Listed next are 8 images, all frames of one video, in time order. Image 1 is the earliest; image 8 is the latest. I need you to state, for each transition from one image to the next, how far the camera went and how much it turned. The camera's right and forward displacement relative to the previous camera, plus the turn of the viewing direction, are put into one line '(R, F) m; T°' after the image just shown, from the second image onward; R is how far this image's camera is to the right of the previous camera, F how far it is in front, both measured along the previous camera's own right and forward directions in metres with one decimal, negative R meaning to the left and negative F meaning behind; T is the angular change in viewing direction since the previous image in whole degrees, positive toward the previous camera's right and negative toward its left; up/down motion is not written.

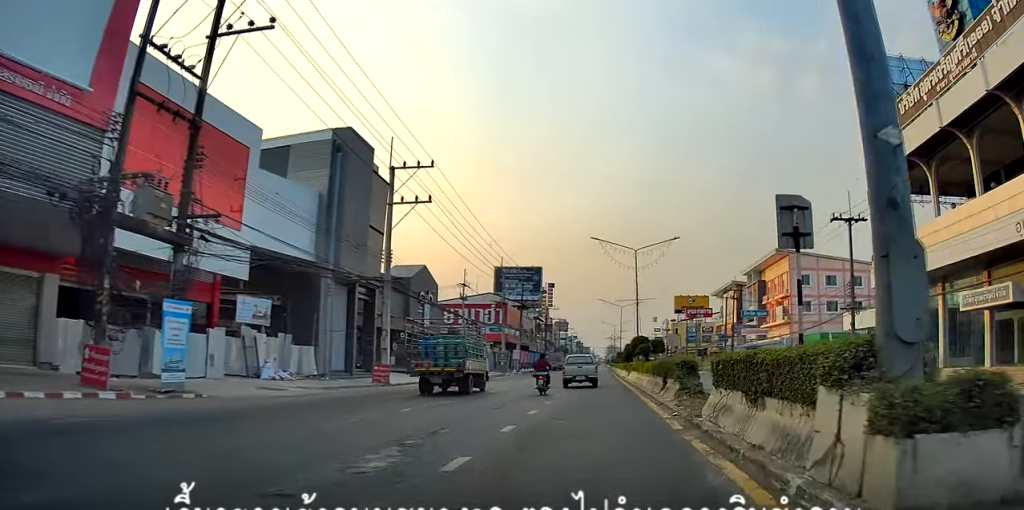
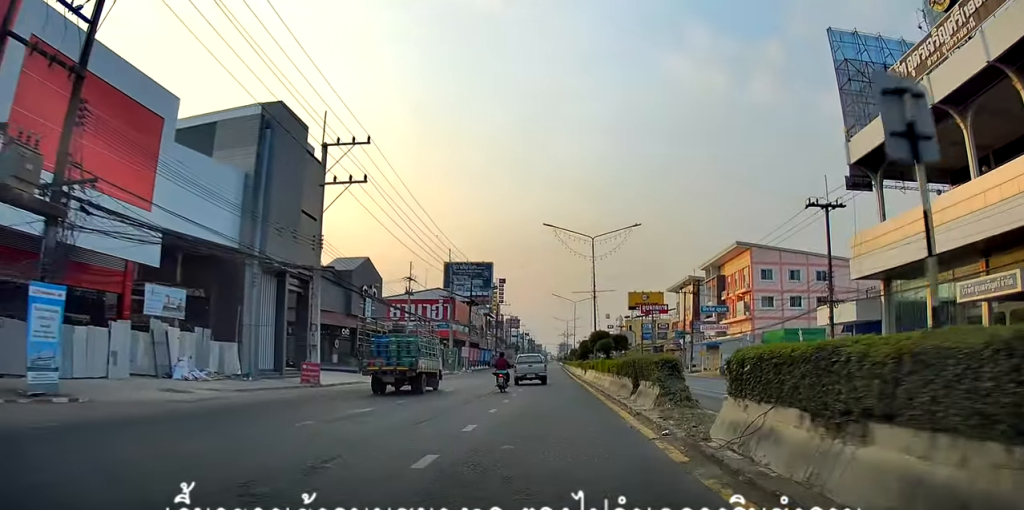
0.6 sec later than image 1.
(+0.5, +3.7) m; +5°
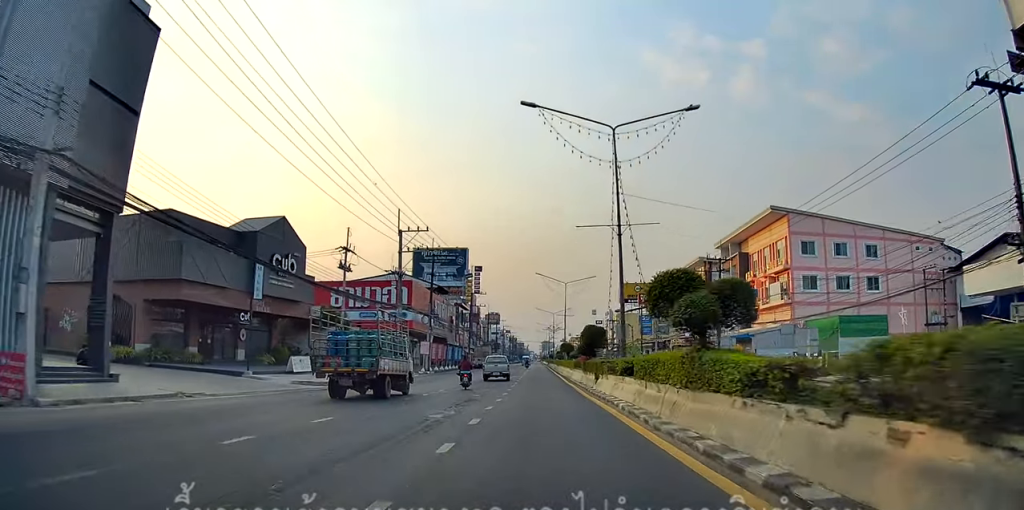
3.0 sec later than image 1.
(+1.9, +17.3) m; +14°
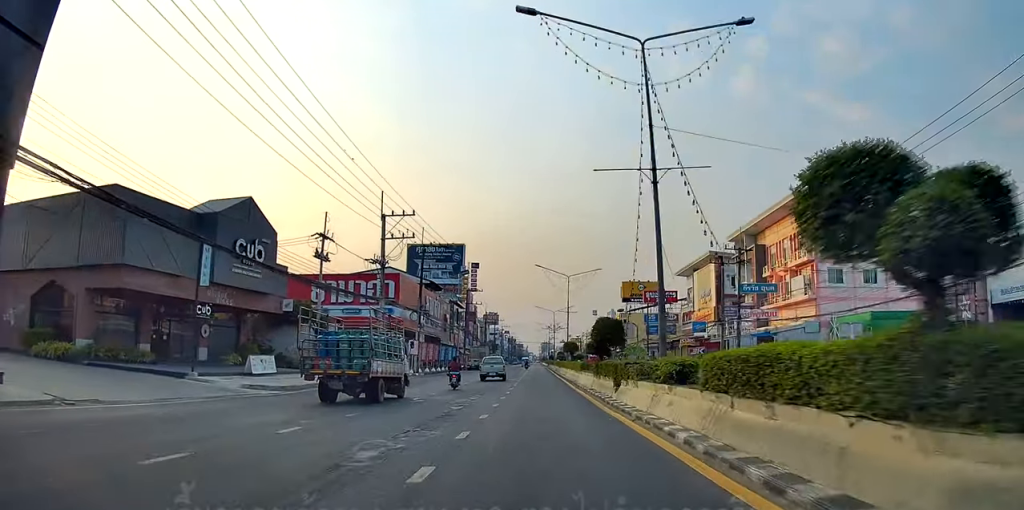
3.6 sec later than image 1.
(+0.3, +6.5) m; +4°
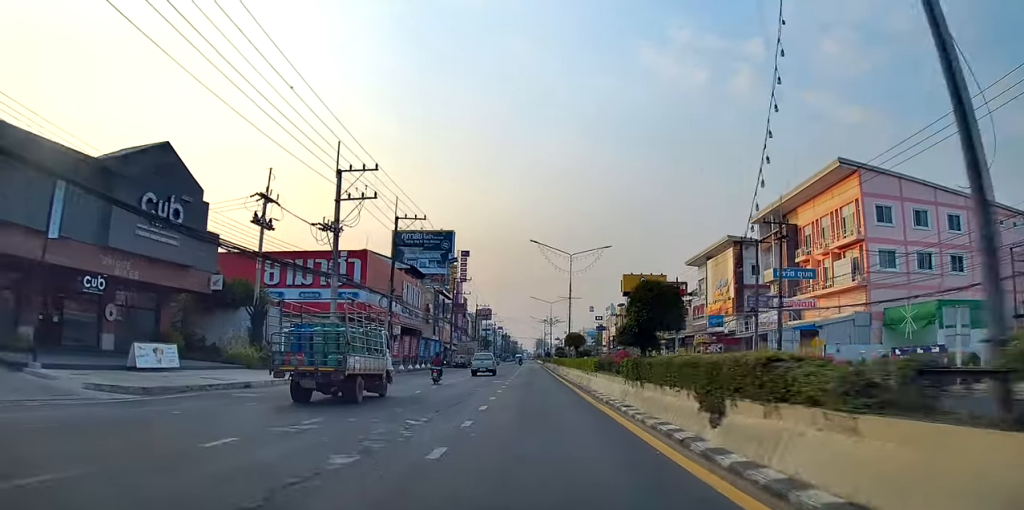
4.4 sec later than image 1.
(+0.4, +7.9) m; +4°
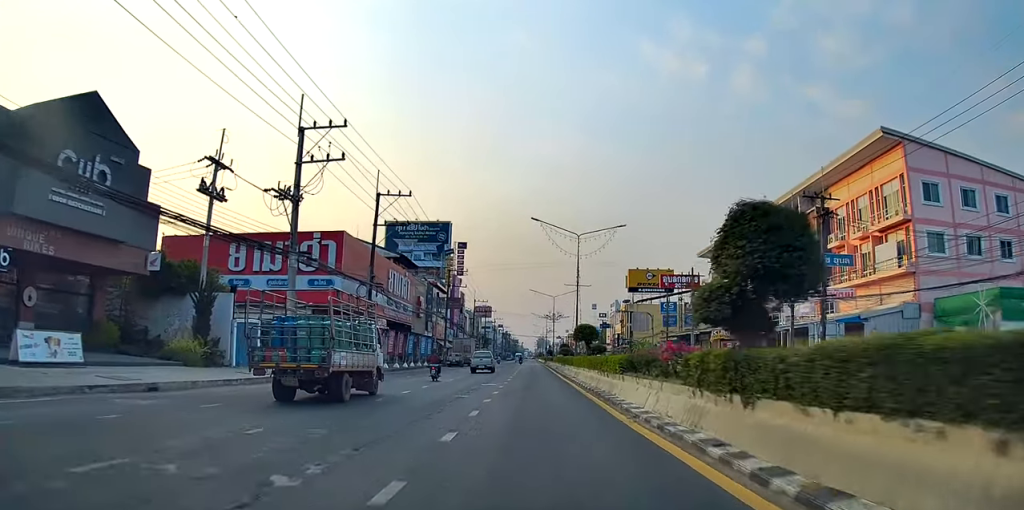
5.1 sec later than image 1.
(+0.2, +7.0) m; +1°
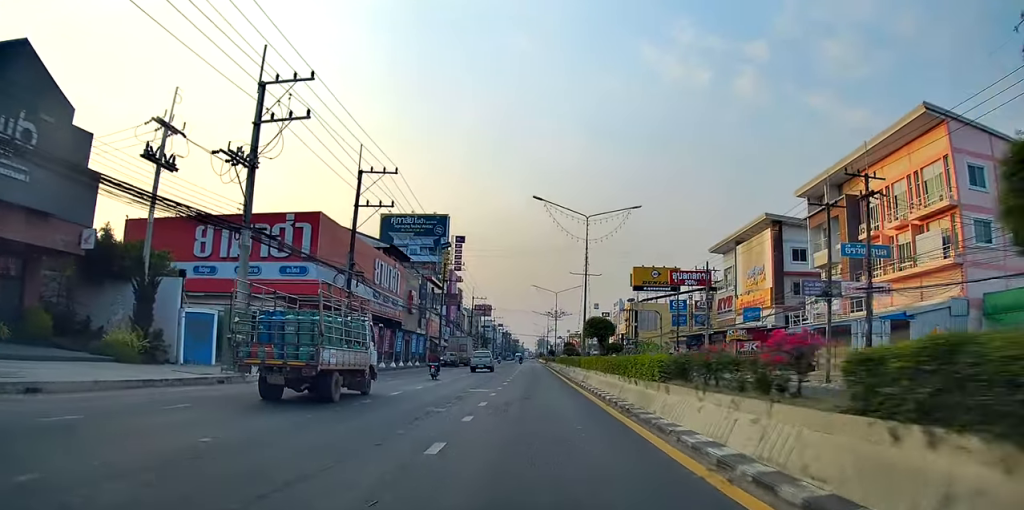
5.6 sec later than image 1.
(+0.2, +5.2) m; -1°
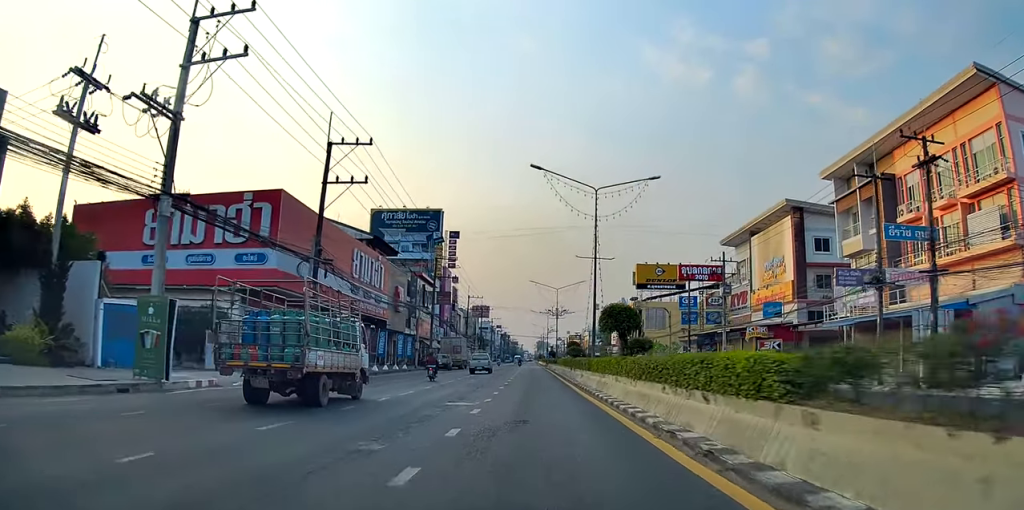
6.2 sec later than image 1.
(-0.2, +6.6) m; -1°
